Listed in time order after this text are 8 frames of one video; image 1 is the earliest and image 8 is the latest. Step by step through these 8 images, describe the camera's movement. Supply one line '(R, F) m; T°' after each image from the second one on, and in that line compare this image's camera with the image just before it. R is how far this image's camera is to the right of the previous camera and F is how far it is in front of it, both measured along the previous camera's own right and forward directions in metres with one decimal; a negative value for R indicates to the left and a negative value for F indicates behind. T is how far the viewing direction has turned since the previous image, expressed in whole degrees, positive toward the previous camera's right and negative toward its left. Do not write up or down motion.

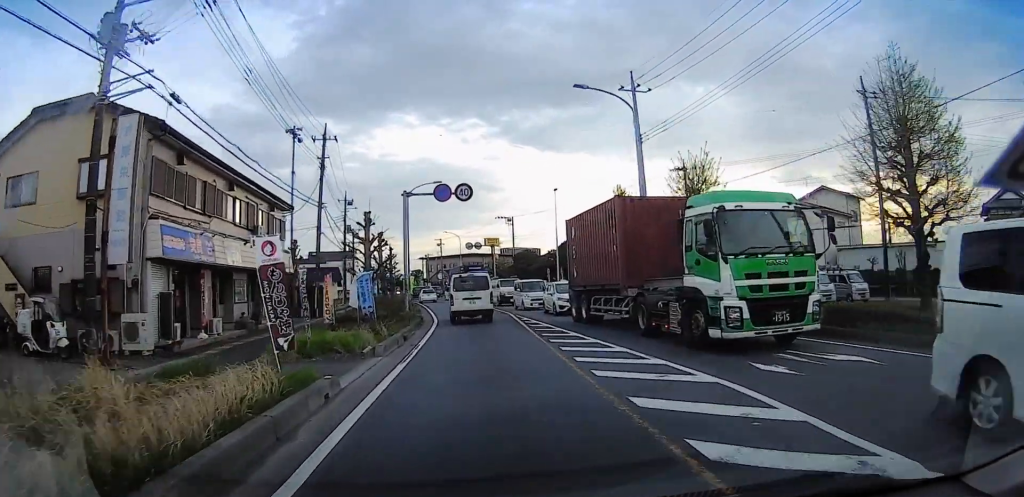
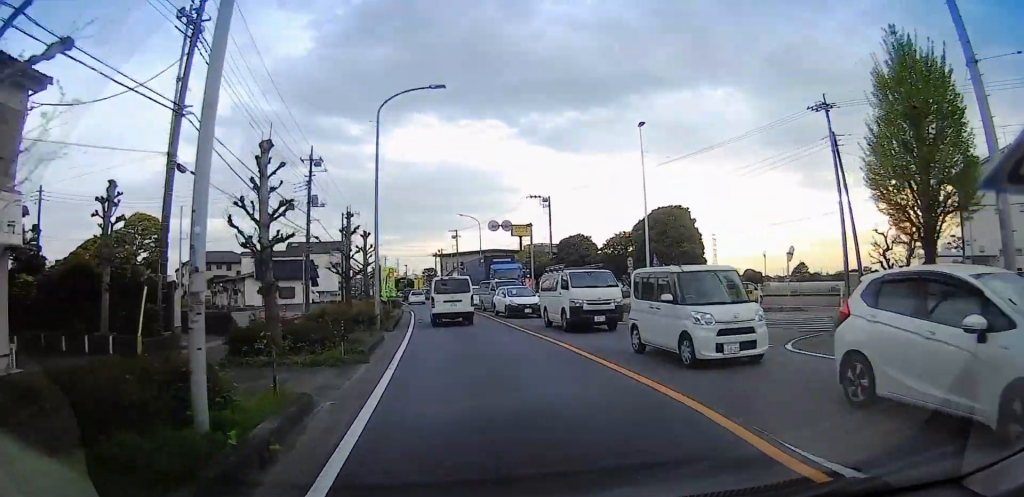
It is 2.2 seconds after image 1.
(-1.4, +23.2) m; -2°
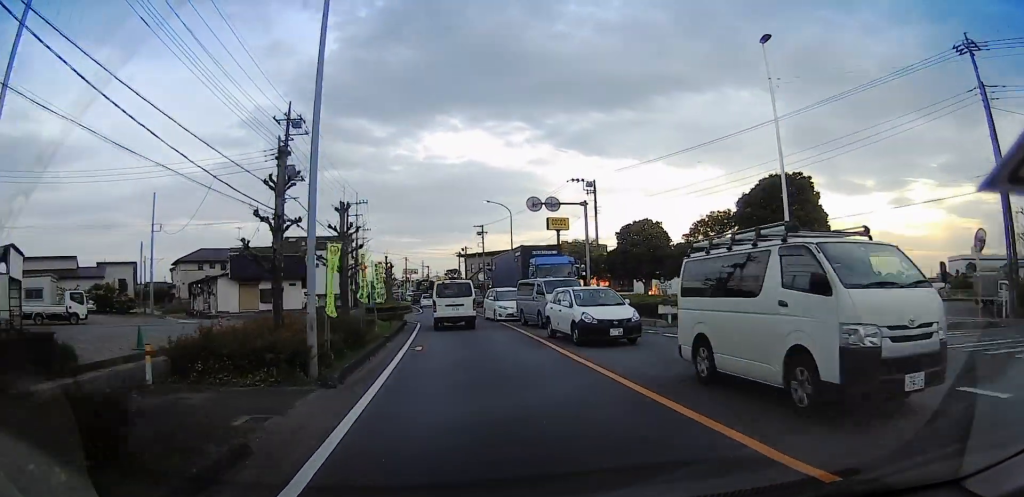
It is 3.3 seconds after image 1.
(+0.5, +13.0) m; +3°
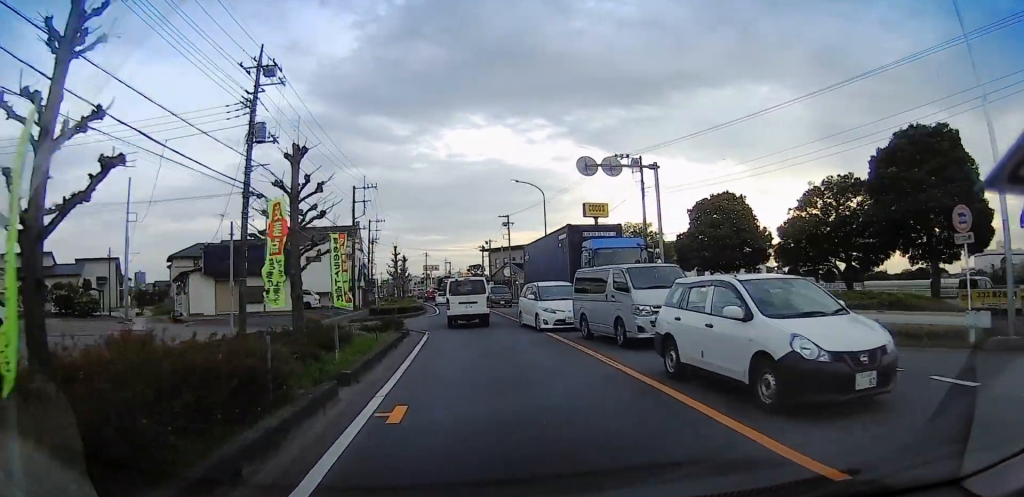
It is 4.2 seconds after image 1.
(+0.1, +9.3) m; -2°
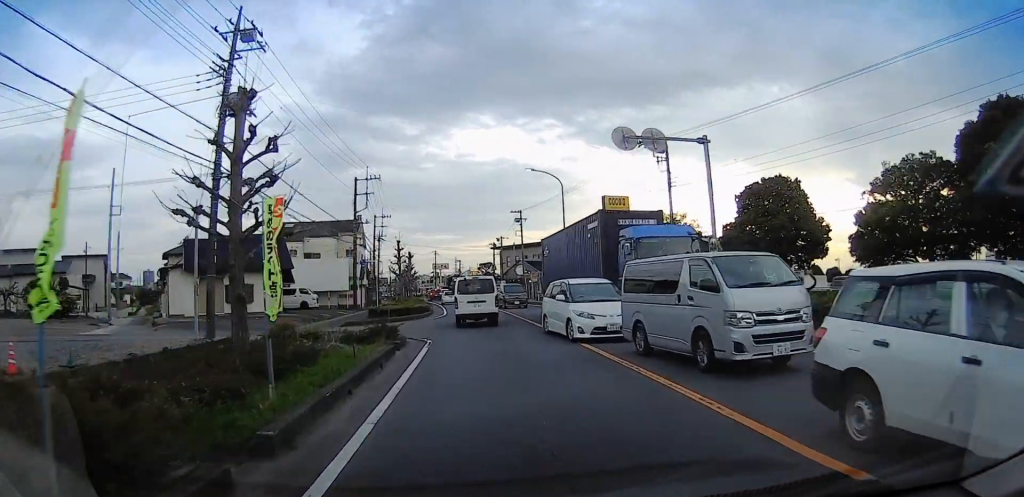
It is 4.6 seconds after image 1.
(+0.3, +4.4) m; -2°
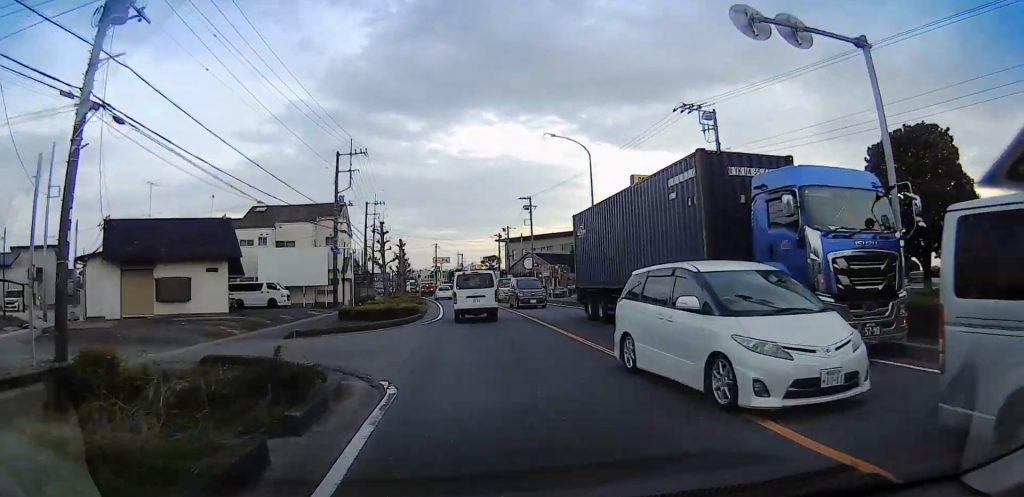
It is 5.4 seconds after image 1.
(-0.9, +9.6) m; -9°
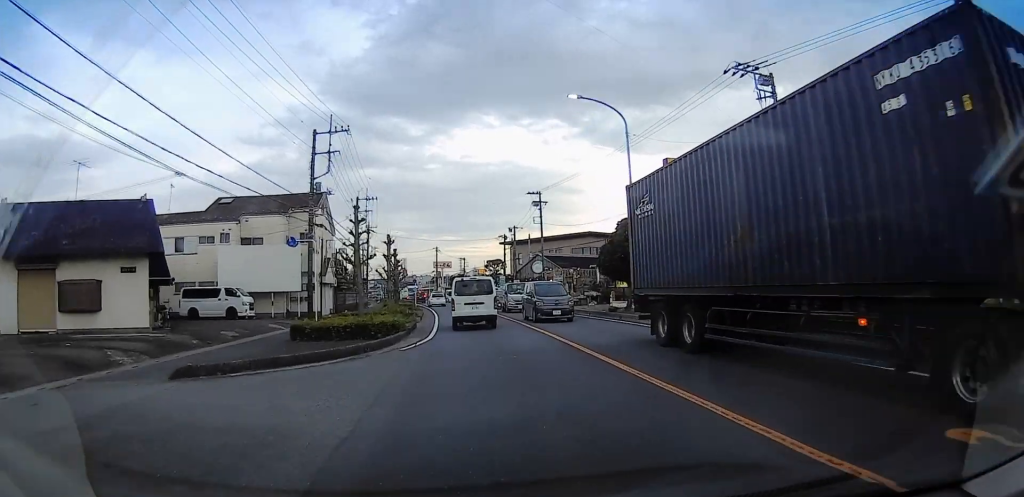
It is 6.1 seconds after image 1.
(-0.6, +7.7) m; +6°
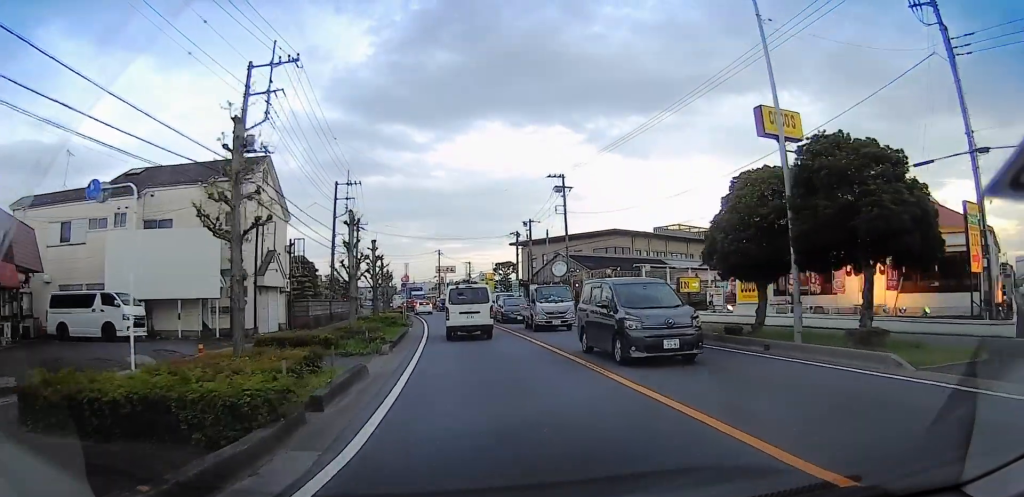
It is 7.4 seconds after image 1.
(+2.6, +11.5) m; +7°
